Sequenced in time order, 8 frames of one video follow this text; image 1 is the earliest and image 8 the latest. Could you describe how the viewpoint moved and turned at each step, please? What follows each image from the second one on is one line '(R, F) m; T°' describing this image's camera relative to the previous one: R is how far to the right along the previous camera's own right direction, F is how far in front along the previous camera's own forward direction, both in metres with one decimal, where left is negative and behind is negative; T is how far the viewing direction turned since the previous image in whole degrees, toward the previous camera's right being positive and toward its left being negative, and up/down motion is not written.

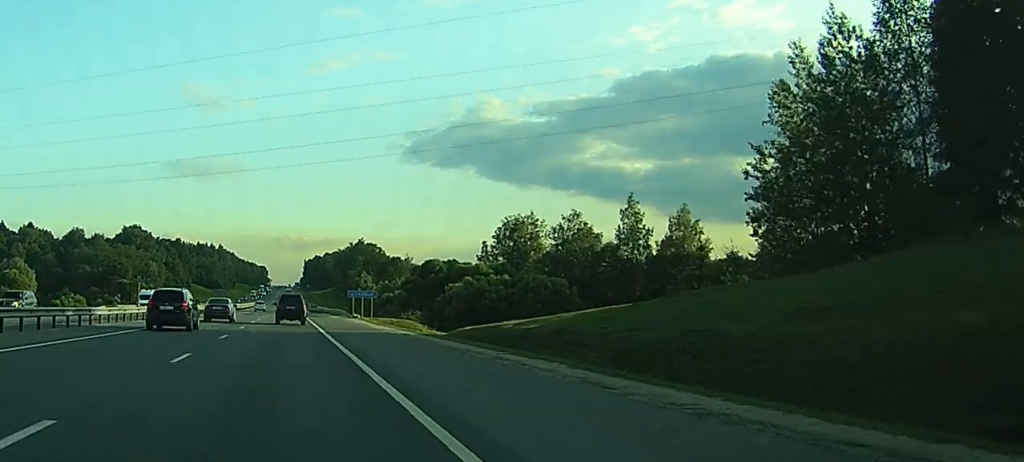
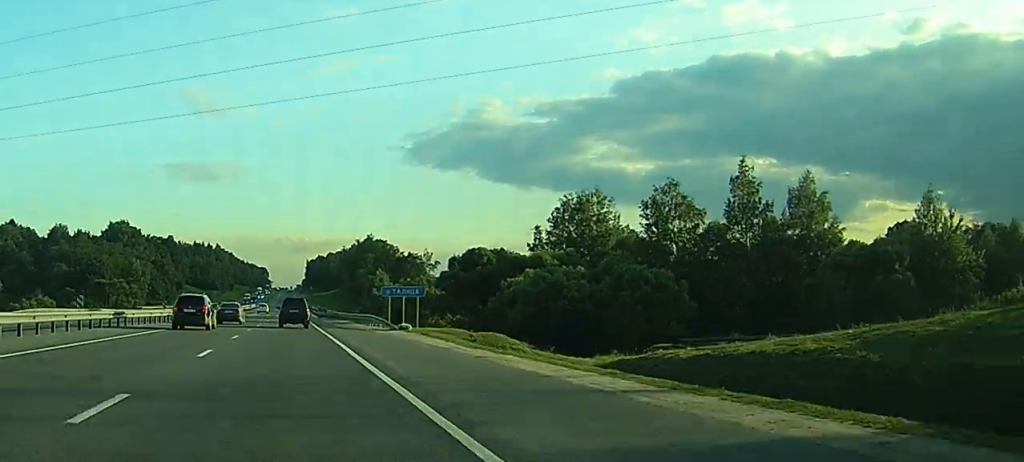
(+0.2, +33.0) m; +1°
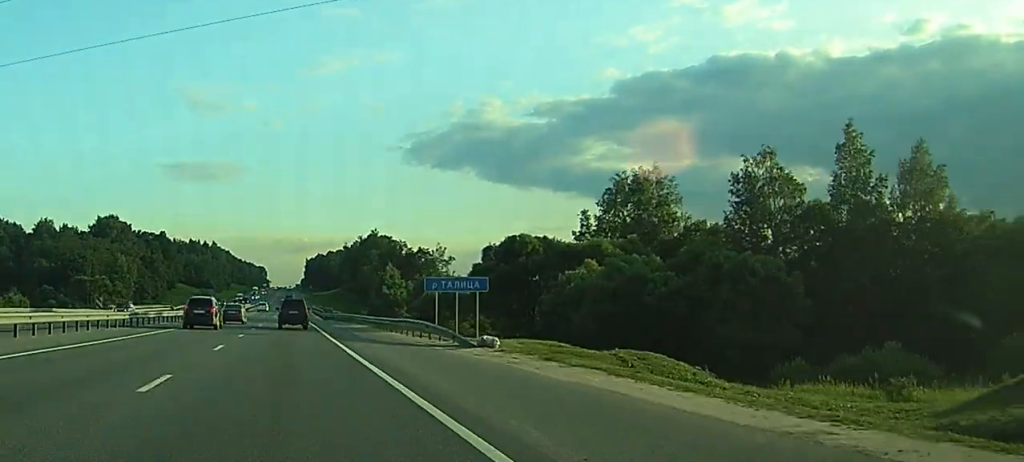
(+0.2, +20.5) m; 0°
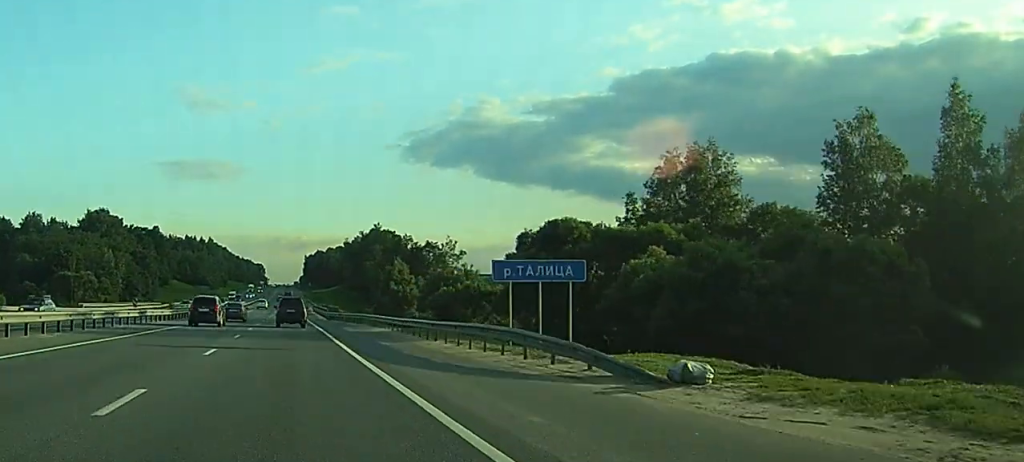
(0.0, +14.8) m; 0°
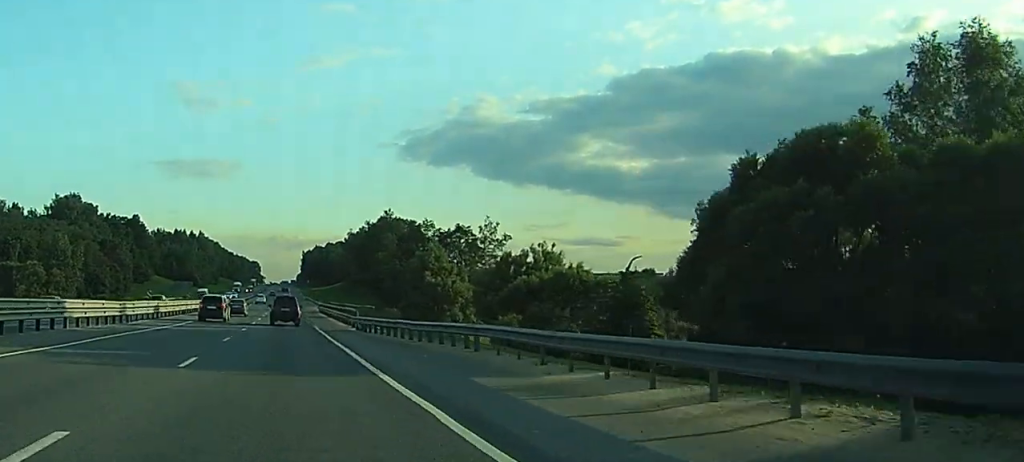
(0.0, +40.3) m; 0°
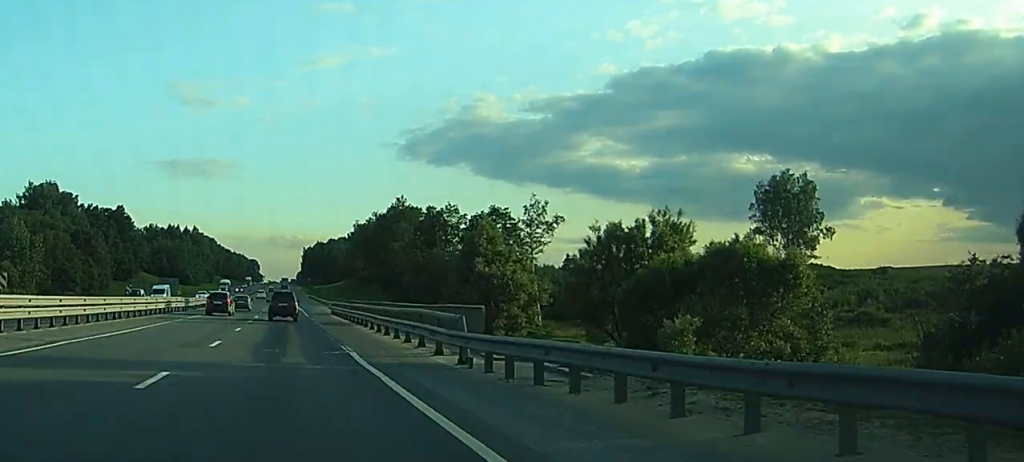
(0.0, +28.8) m; 0°
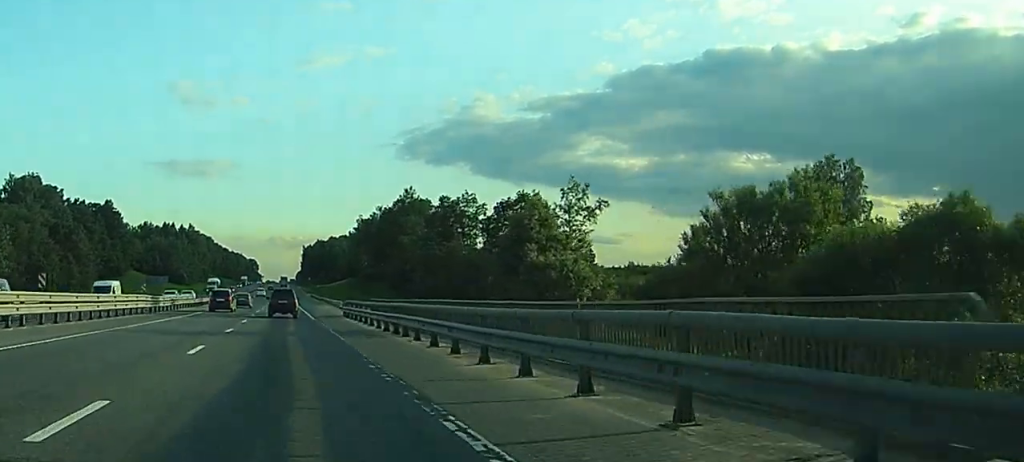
(-0.2, +17.3) m; 0°
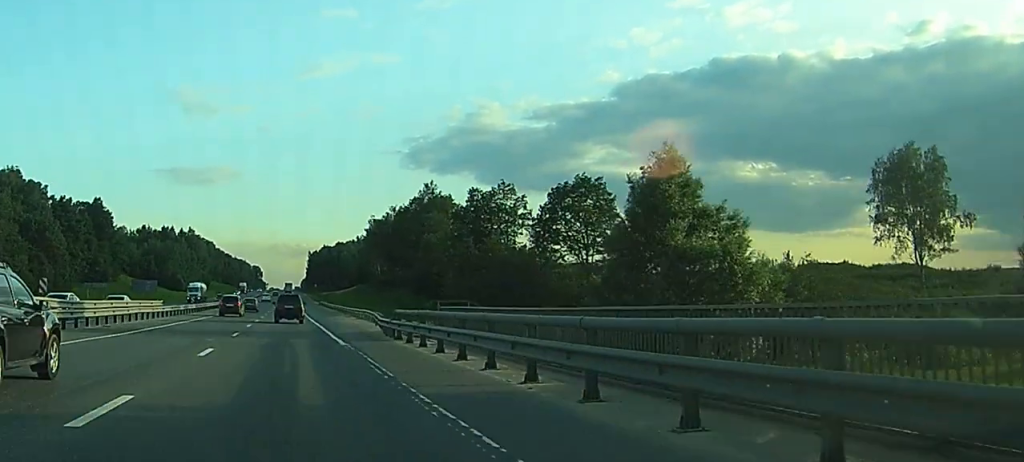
(+0.1, +23.1) m; 0°
